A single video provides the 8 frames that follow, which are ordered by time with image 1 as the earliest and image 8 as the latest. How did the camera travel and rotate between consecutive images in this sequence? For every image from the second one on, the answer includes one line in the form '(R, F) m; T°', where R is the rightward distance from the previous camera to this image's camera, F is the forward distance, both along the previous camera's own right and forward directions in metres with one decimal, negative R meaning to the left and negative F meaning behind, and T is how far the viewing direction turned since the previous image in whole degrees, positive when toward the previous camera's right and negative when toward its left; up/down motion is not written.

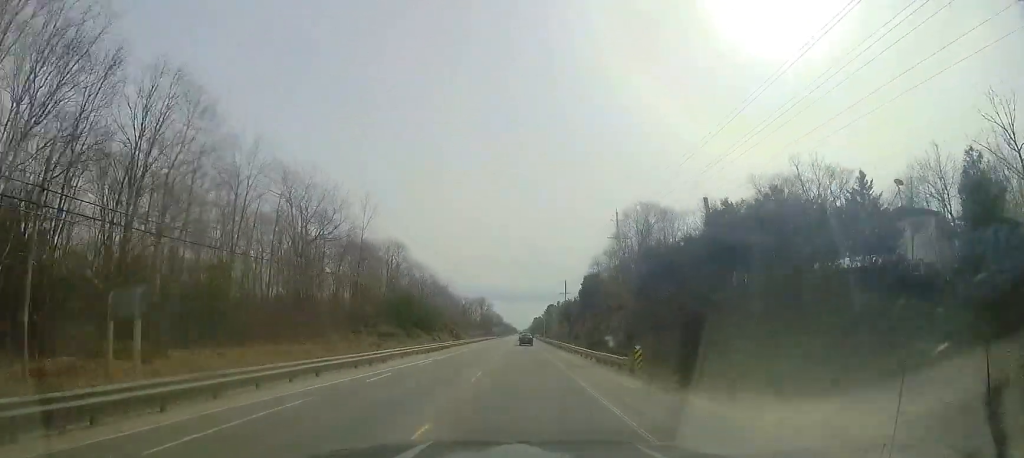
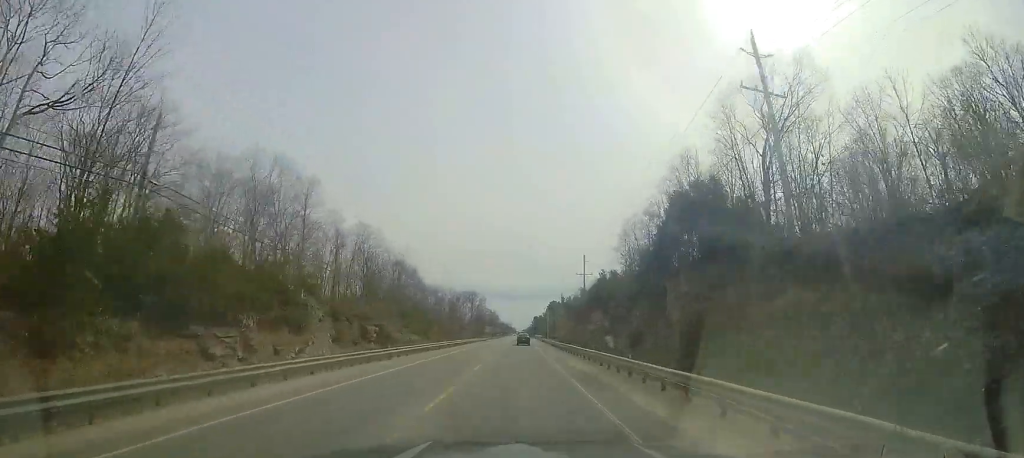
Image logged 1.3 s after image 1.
(-0.1, +32.0) m; -1°
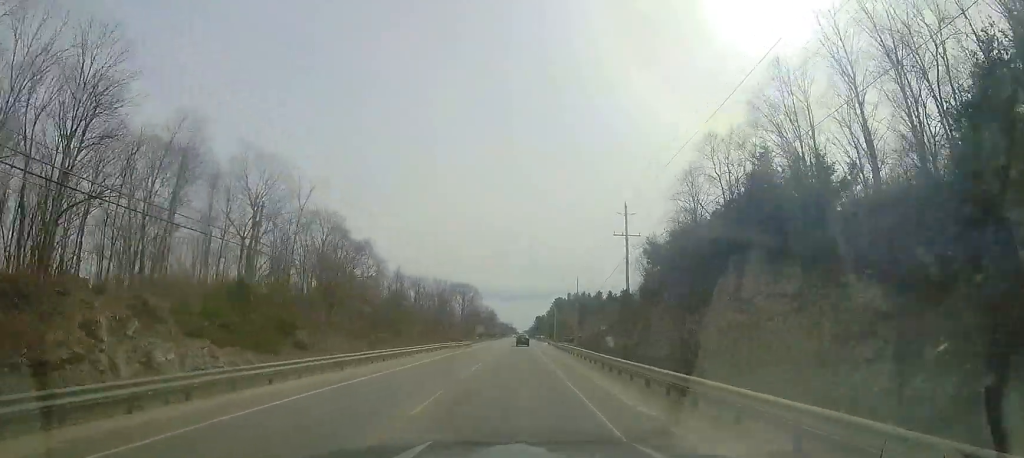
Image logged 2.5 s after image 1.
(-0.2, +27.1) m; 0°
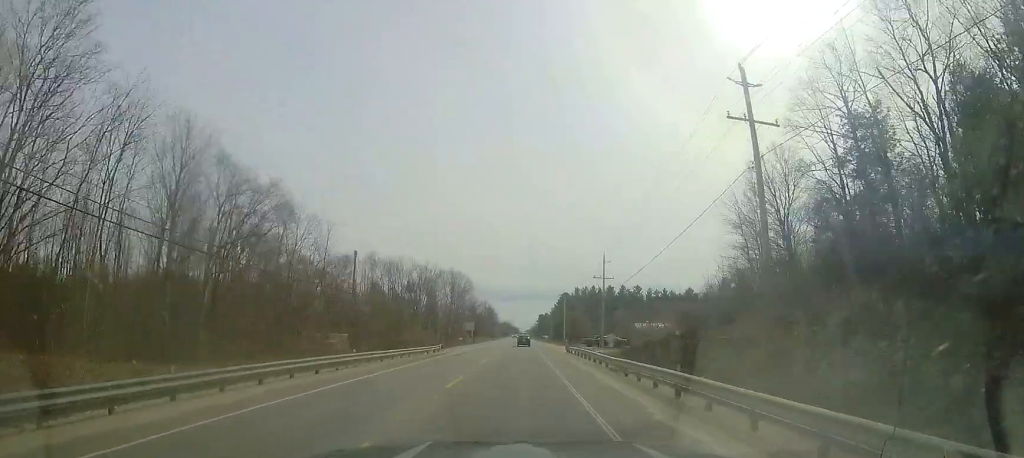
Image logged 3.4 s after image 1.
(+0.2, +23.2) m; 0°
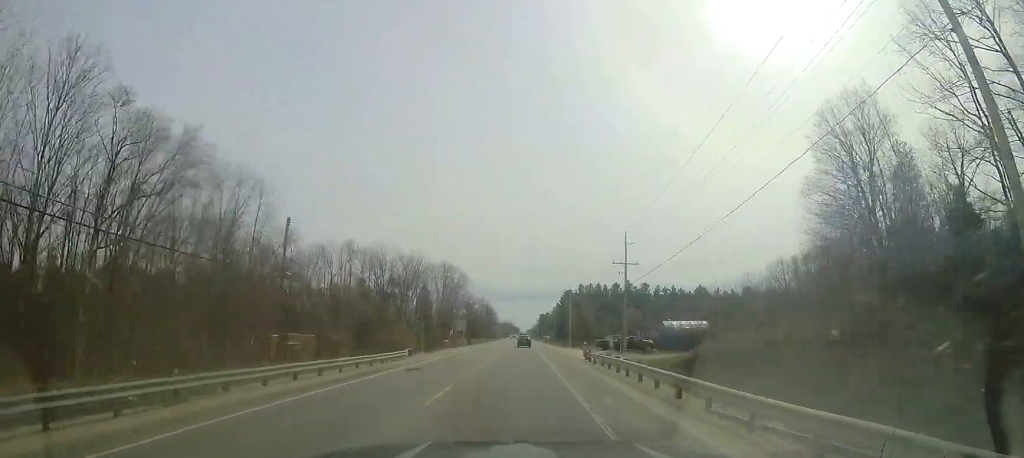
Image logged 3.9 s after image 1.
(0.0, +11.2) m; 0°
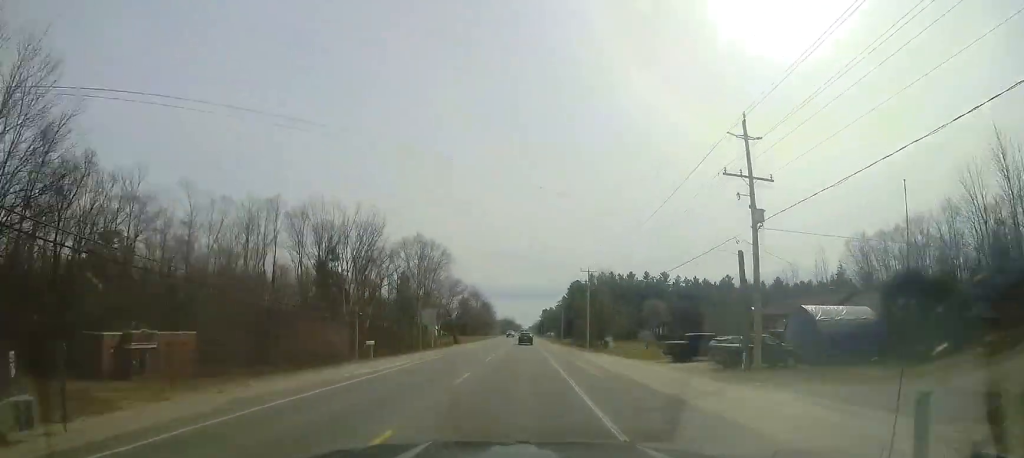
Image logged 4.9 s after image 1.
(+0.1, +23.9) m; 0°
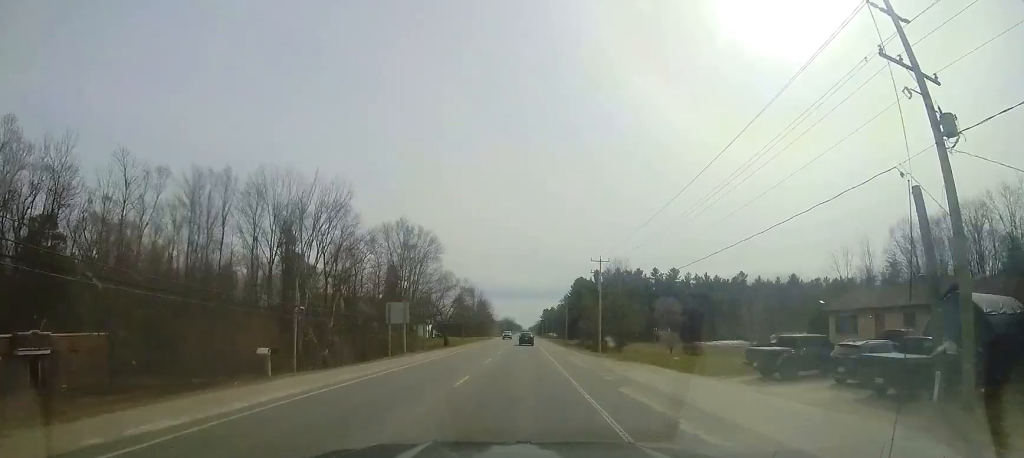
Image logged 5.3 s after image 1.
(+0.1, +10.3) m; 0°
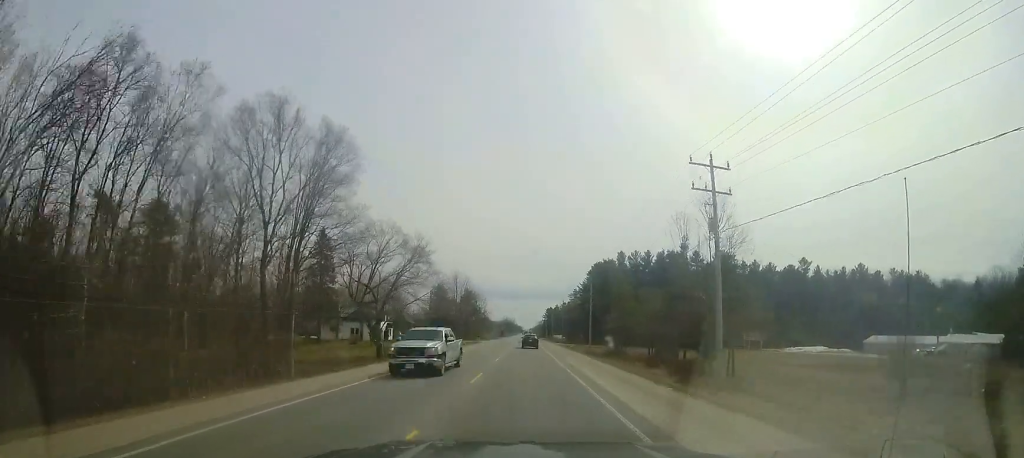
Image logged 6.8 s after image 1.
(-0.6, +34.9) m; -1°
